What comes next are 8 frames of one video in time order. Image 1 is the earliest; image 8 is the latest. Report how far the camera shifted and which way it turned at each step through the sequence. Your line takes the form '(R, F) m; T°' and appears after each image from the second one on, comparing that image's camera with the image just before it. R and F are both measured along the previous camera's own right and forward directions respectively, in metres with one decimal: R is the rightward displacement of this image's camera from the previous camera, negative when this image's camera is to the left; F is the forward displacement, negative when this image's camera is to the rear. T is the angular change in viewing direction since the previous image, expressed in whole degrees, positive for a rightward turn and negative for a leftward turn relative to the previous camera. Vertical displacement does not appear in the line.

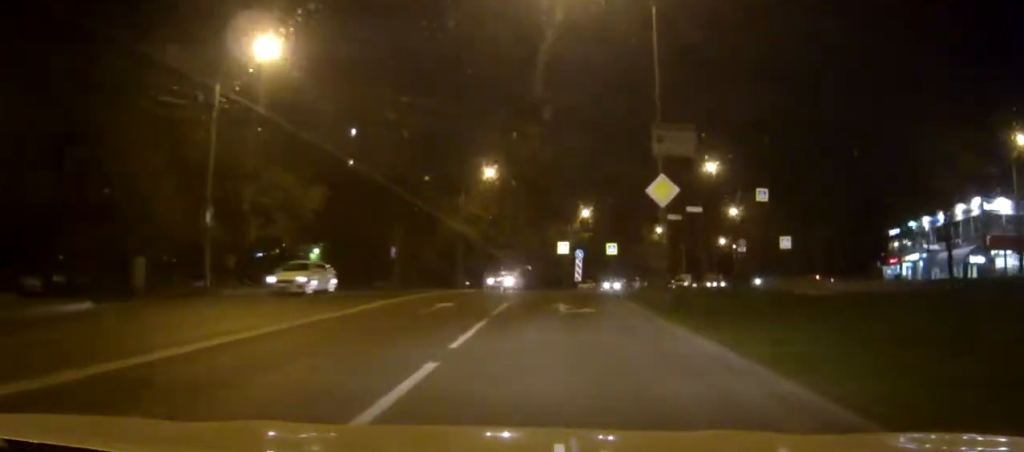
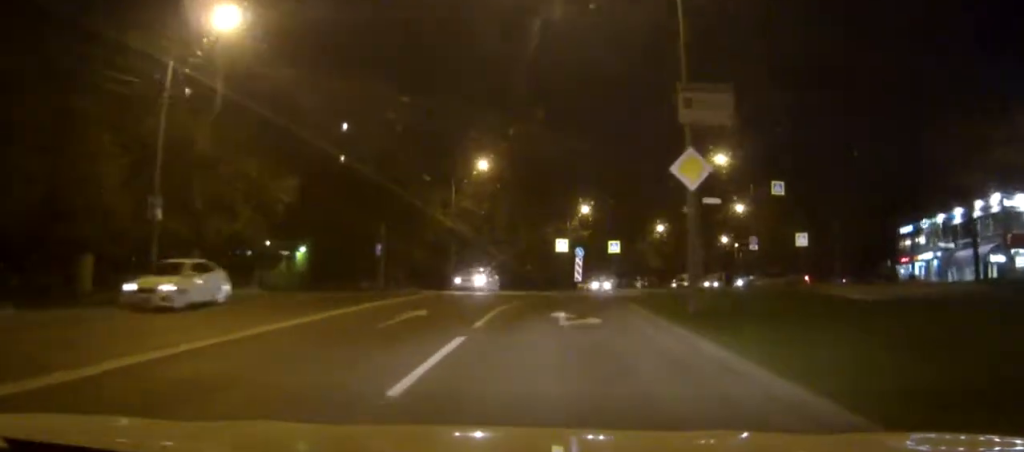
(0.0, +4.5) m; 0°
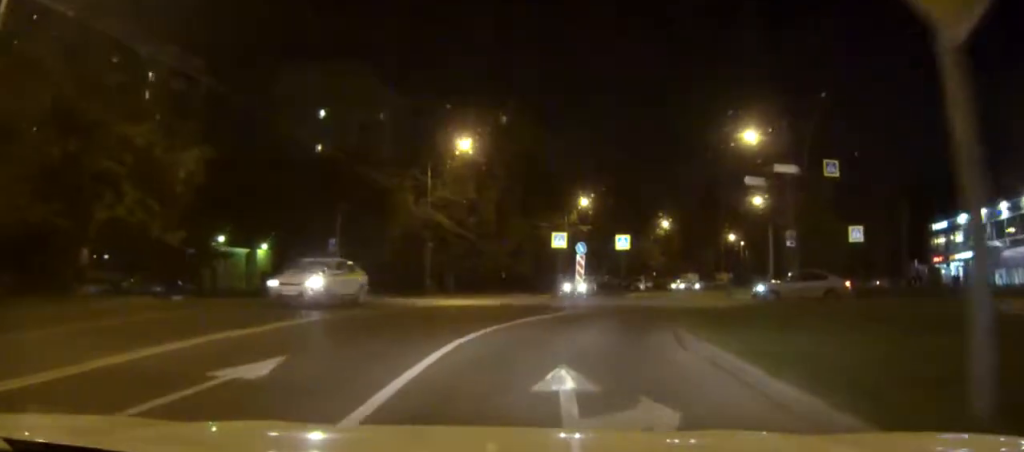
(-0.1, +11.3) m; 0°
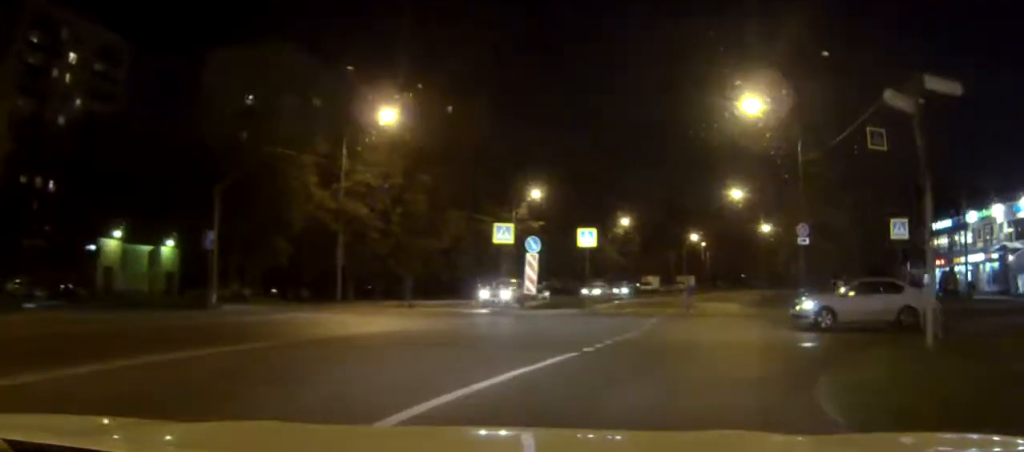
(+0.3, +11.4) m; +5°
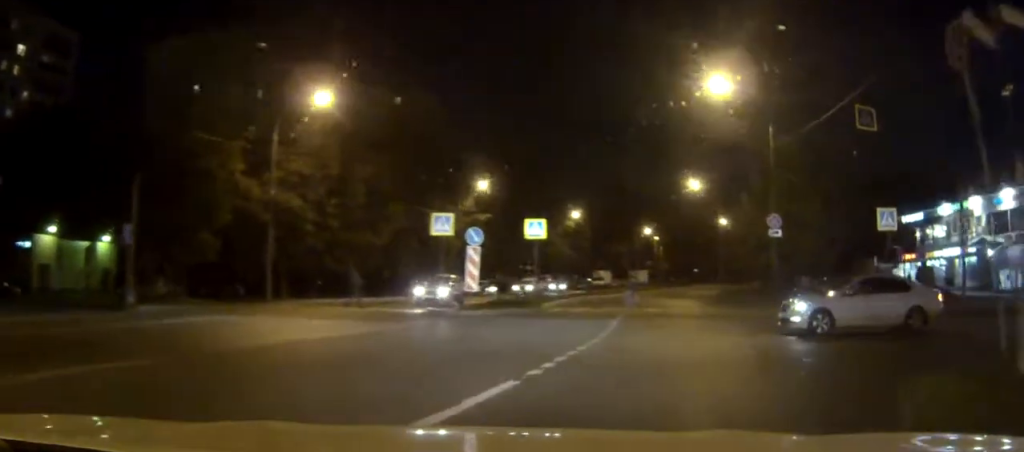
(0.0, +3.9) m; +3°
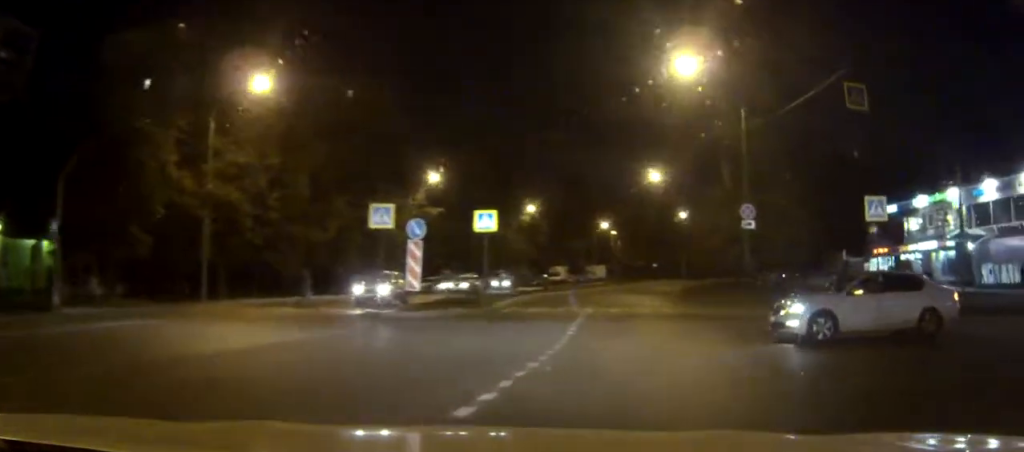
(+0.1, +2.9) m; +2°
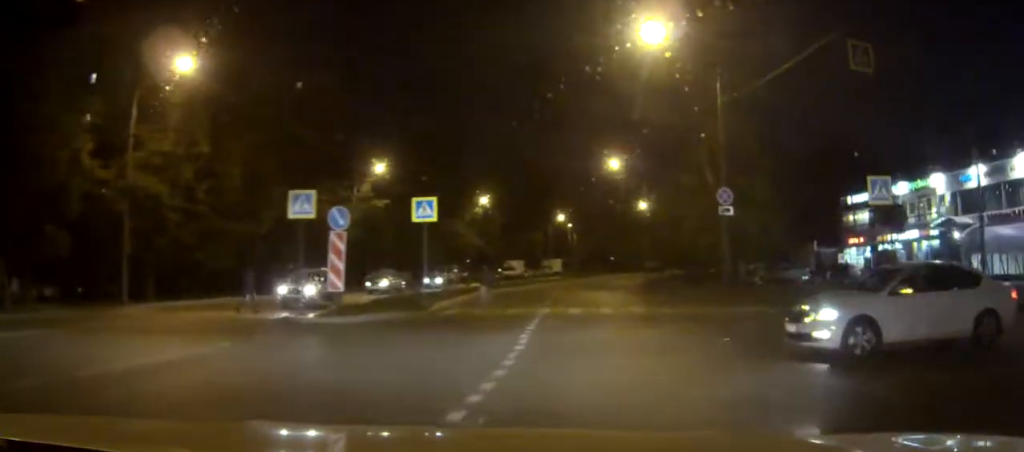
(+0.1, +4.1) m; +3°
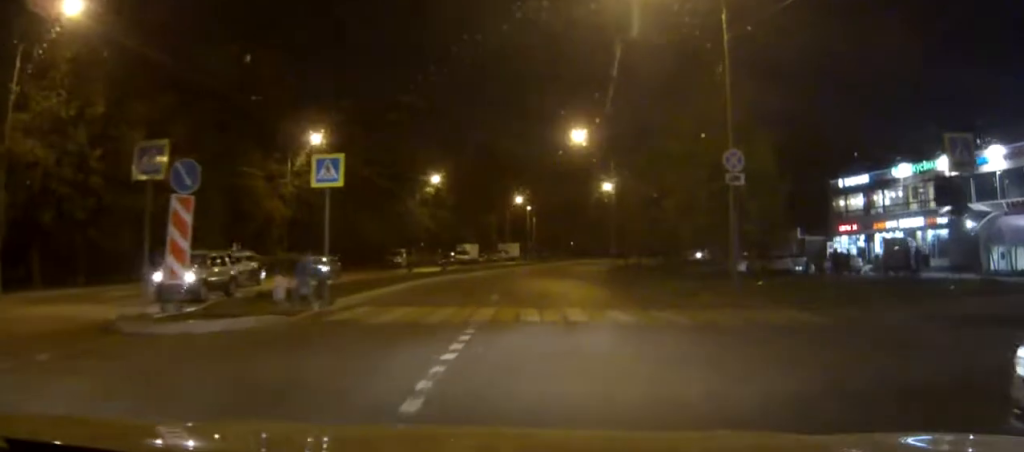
(+0.4, +7.3) m; +4°
